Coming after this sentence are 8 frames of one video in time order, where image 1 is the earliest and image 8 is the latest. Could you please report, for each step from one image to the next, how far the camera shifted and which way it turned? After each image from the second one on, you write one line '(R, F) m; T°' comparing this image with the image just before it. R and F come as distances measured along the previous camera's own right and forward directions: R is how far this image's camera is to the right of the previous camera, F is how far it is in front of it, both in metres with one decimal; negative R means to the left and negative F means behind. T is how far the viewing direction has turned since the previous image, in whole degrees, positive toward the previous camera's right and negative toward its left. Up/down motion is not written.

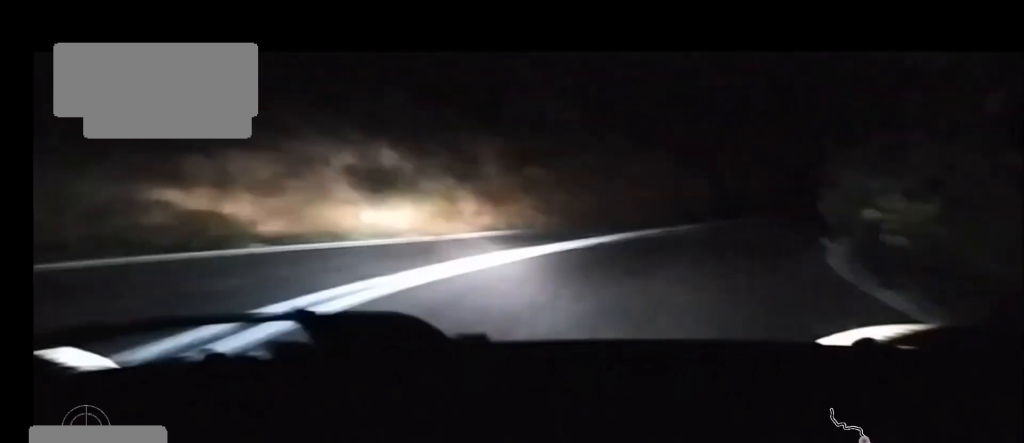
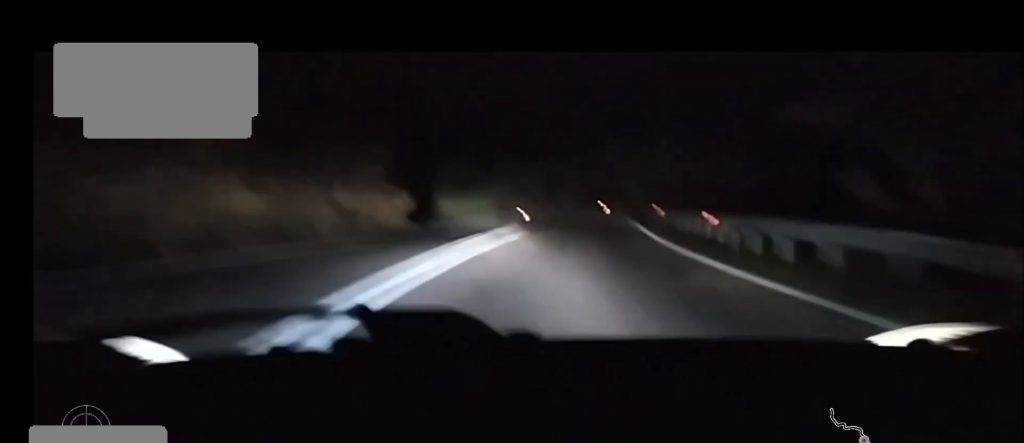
(+3.6, +14.2) m; +21°
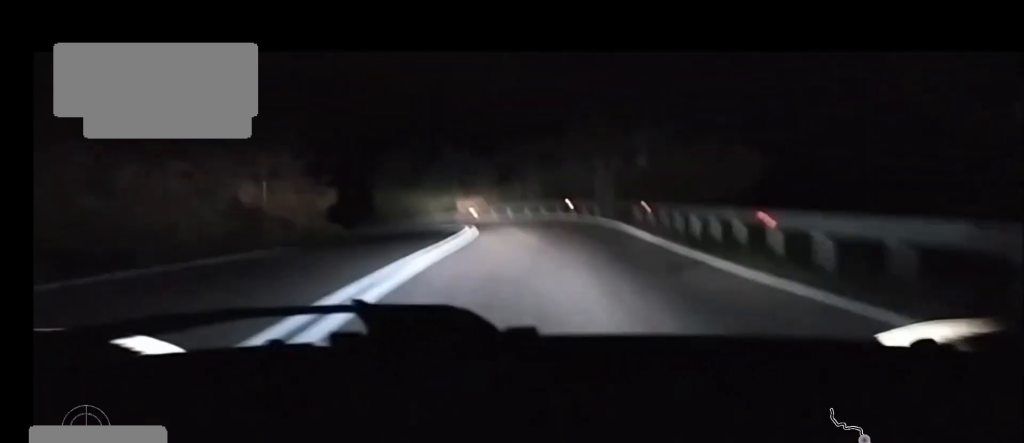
(+0.6, +6.2) m; +5°
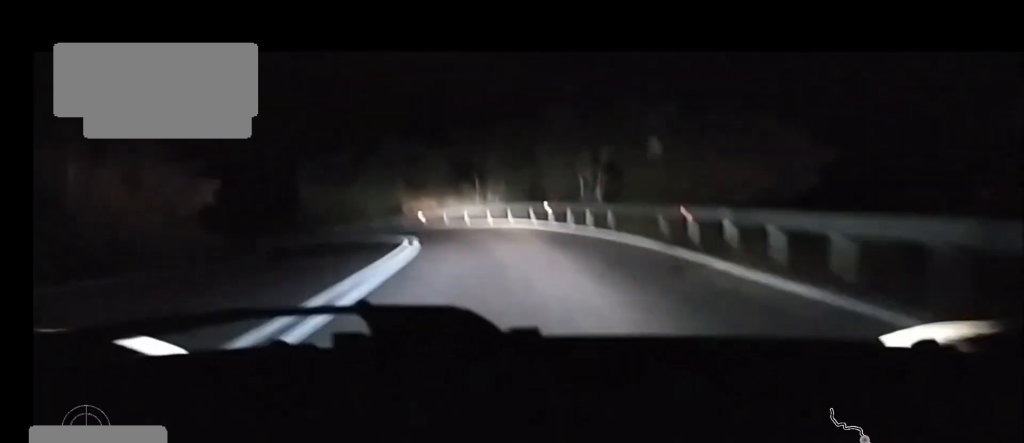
(+0.4, +8.7) m; -1°
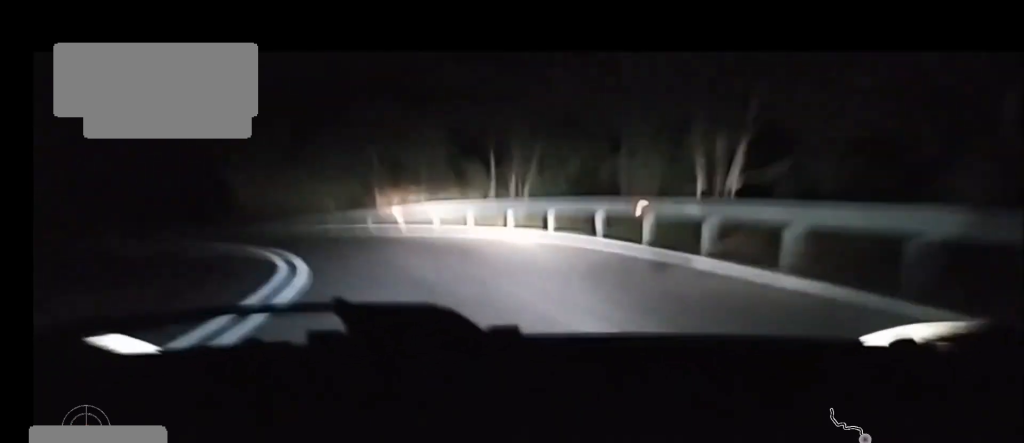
(-0.1, +12.3) m; -10°
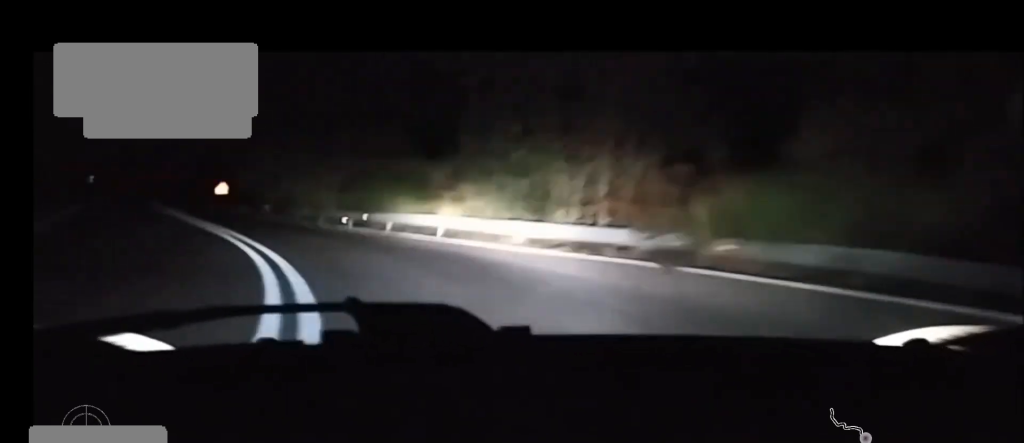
(-19.2, +27.6) m; -66°
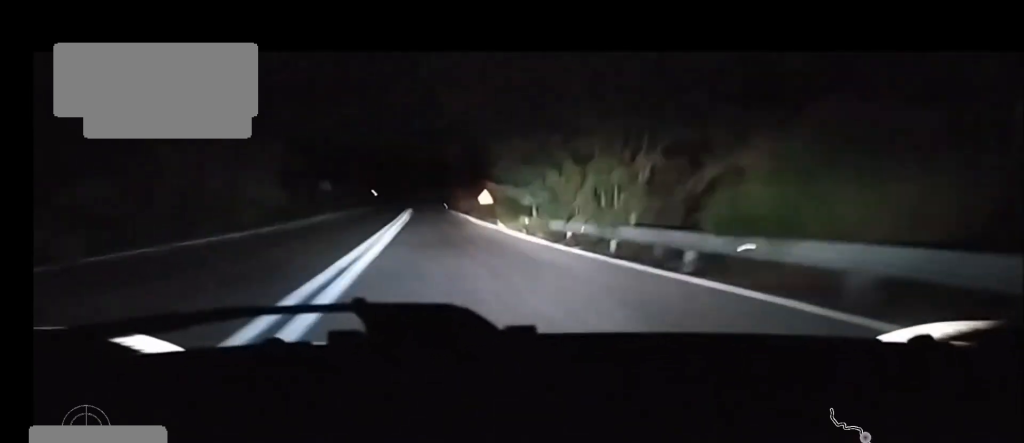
(-2.8, +16.7) m; -13°
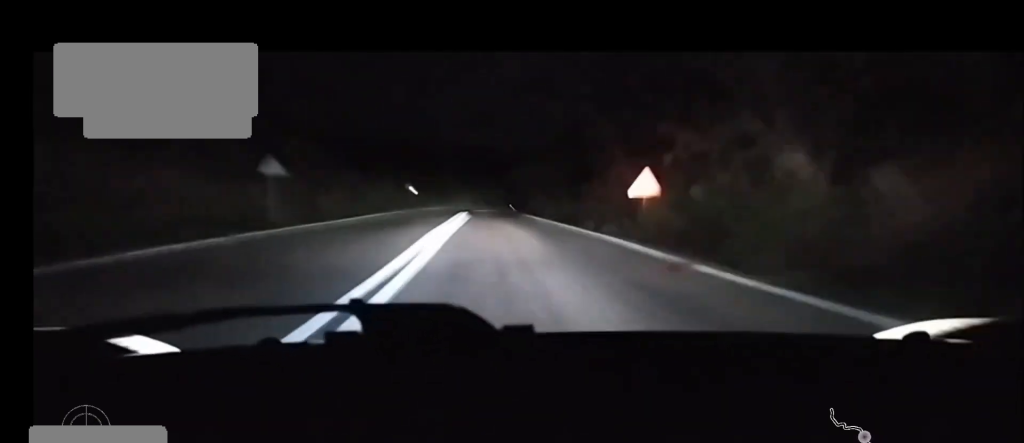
(-2.2, +30.6) m; -4°
